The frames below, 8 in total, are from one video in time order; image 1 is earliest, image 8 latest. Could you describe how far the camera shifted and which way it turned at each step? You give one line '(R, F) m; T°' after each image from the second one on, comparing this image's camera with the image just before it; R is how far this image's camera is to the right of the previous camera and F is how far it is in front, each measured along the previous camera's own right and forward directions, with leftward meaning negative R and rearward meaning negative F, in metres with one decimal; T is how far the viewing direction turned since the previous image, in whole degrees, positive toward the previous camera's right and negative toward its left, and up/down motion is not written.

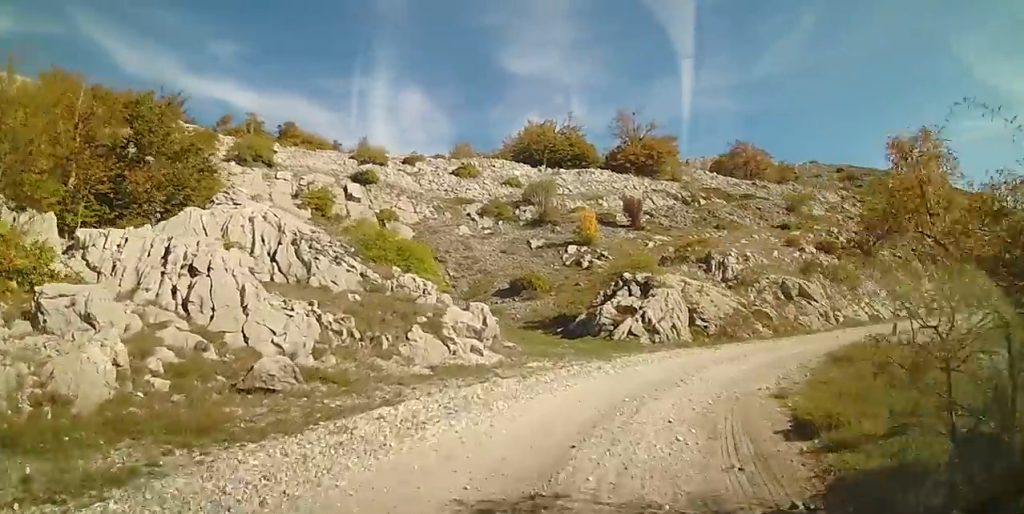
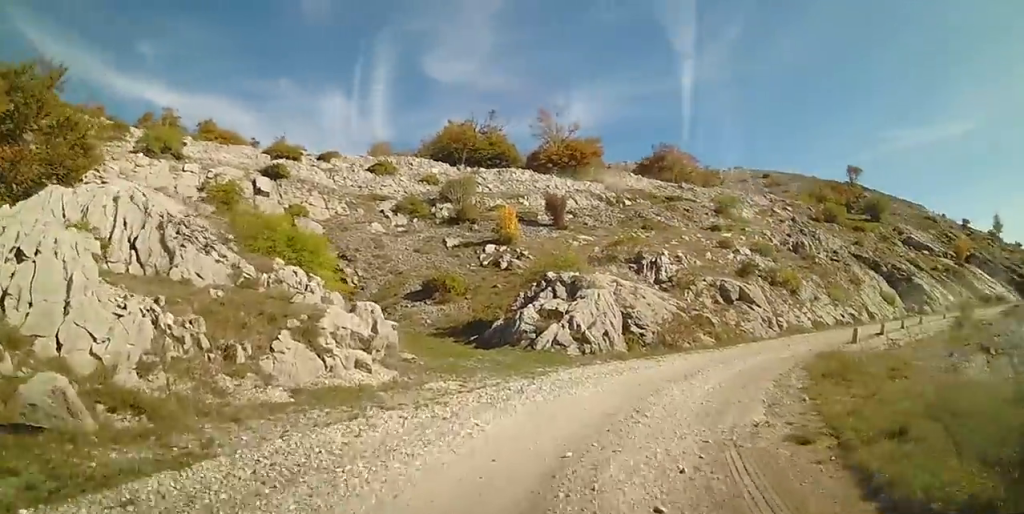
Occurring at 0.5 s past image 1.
(+0.2, +3.3) m; +7°
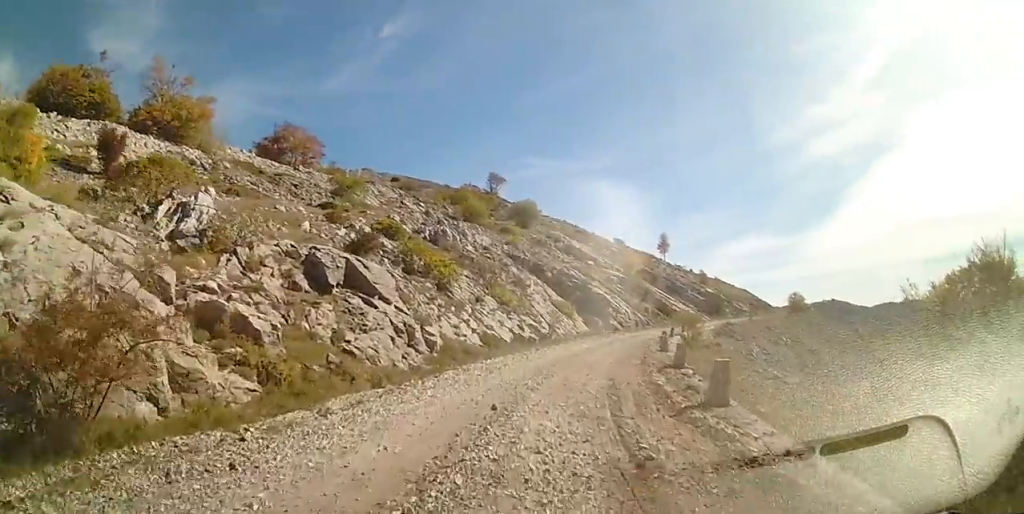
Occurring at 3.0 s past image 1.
(+6.1, +15.4) m; +41°
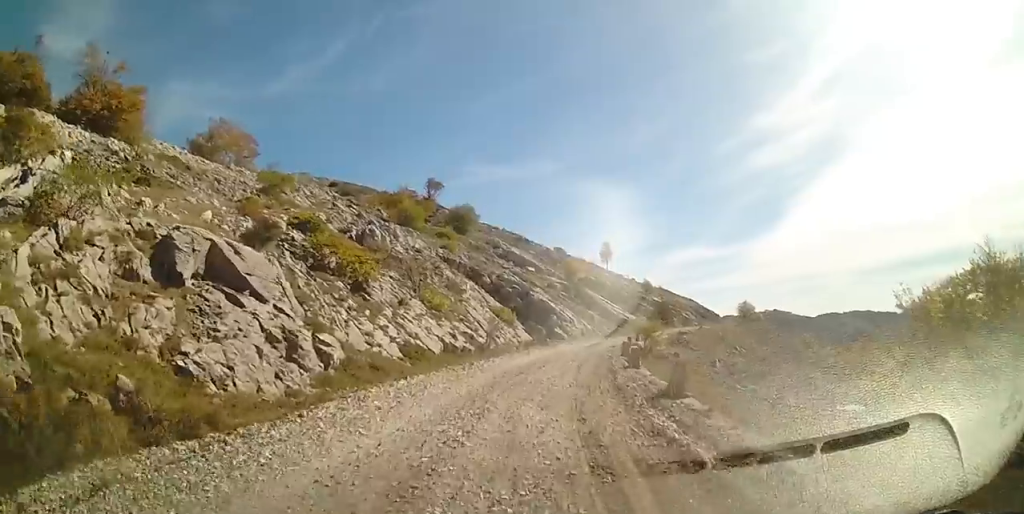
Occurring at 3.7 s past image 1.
(+0.2, +4.5) m; +7°
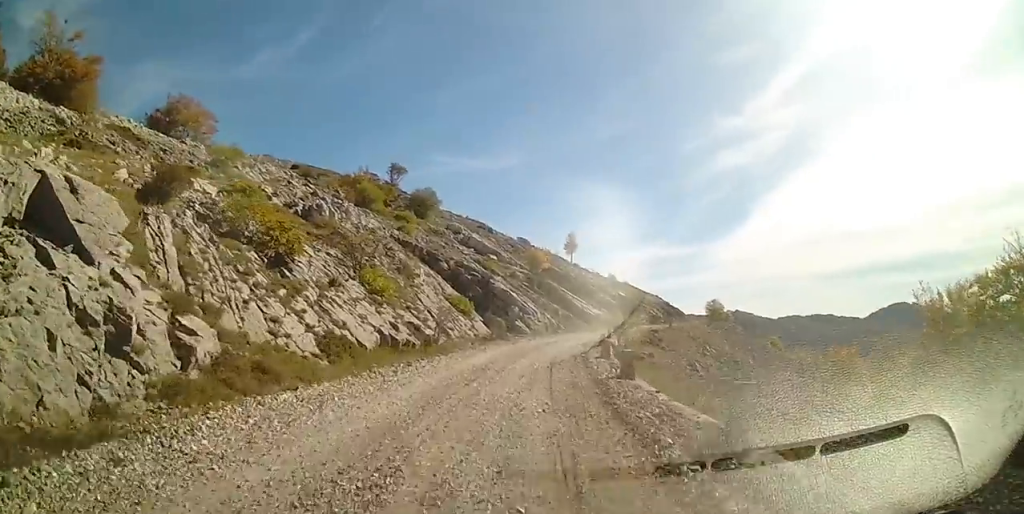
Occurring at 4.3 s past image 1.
(+0.4, +4.2) m; +1°
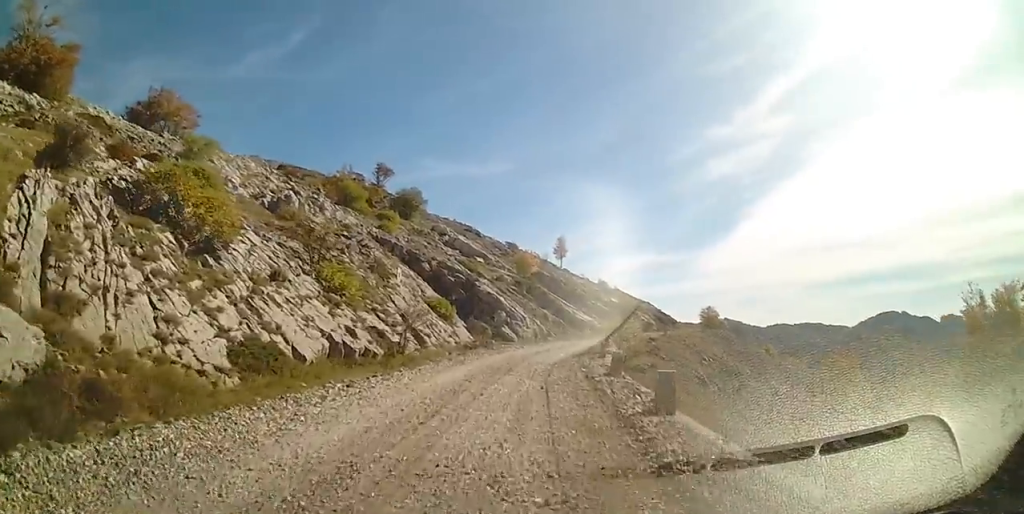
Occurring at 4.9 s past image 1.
(+0.2, +3.8) m; 0°
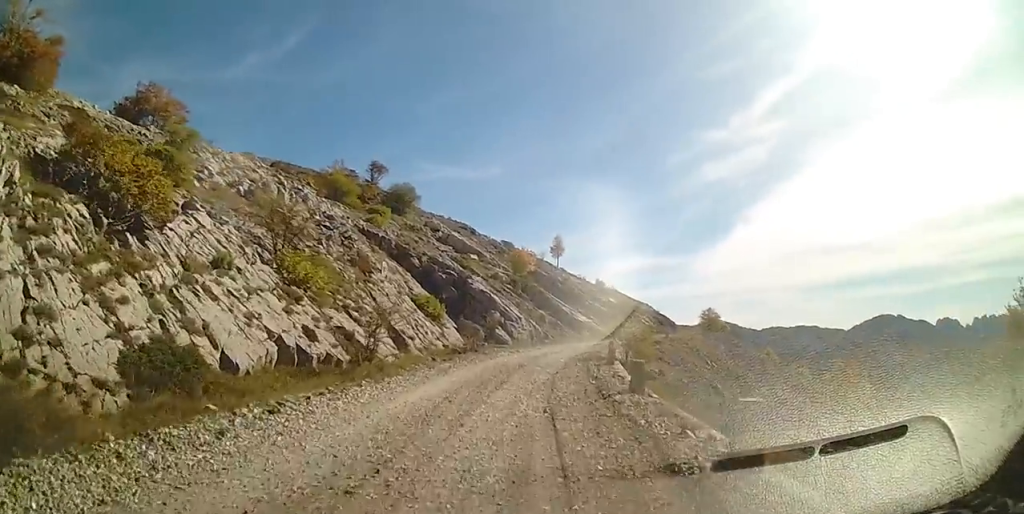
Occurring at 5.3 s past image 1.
(-0.3, +3.0) m; -1°
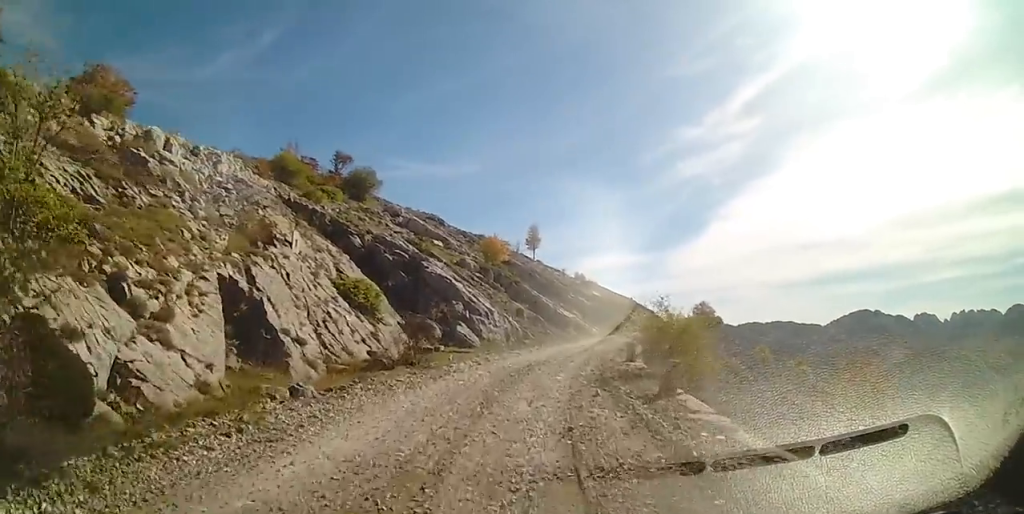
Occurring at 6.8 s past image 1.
(+0.1, +10.0) m; +3°
